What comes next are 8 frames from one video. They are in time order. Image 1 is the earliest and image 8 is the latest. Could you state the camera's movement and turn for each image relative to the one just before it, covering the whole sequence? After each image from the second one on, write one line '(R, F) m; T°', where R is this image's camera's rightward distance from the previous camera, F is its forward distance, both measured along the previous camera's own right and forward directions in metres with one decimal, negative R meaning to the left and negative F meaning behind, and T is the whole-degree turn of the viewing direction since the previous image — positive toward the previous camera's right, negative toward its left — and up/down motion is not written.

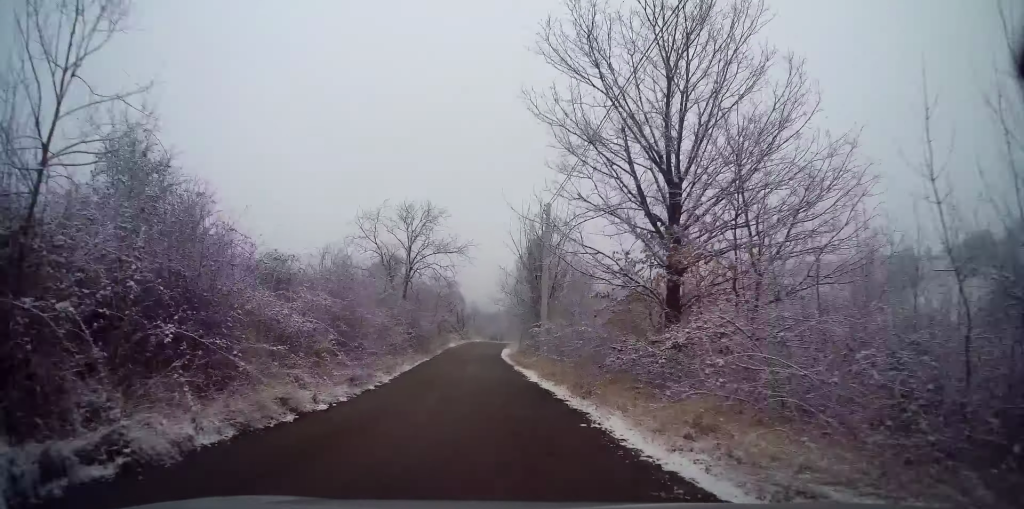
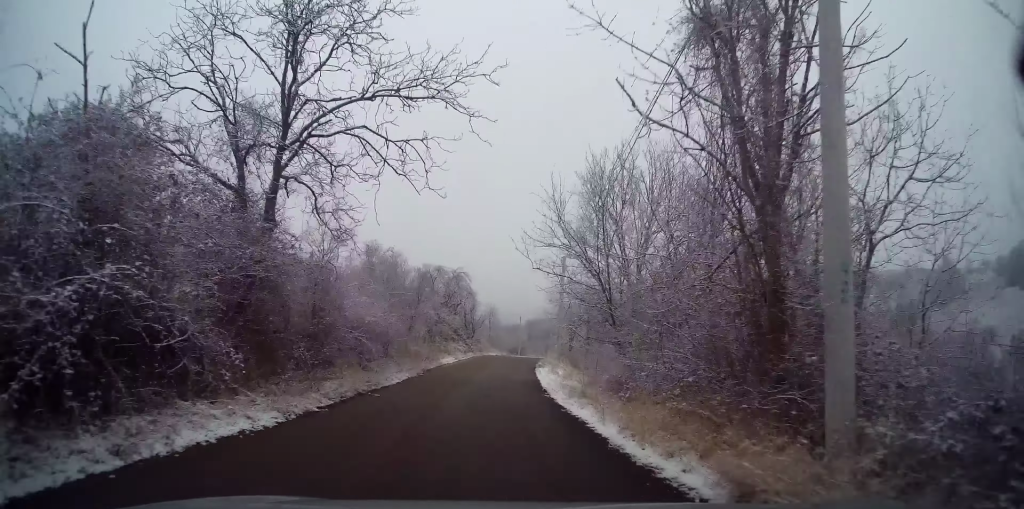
(-1.1, +23.0) m; -3°
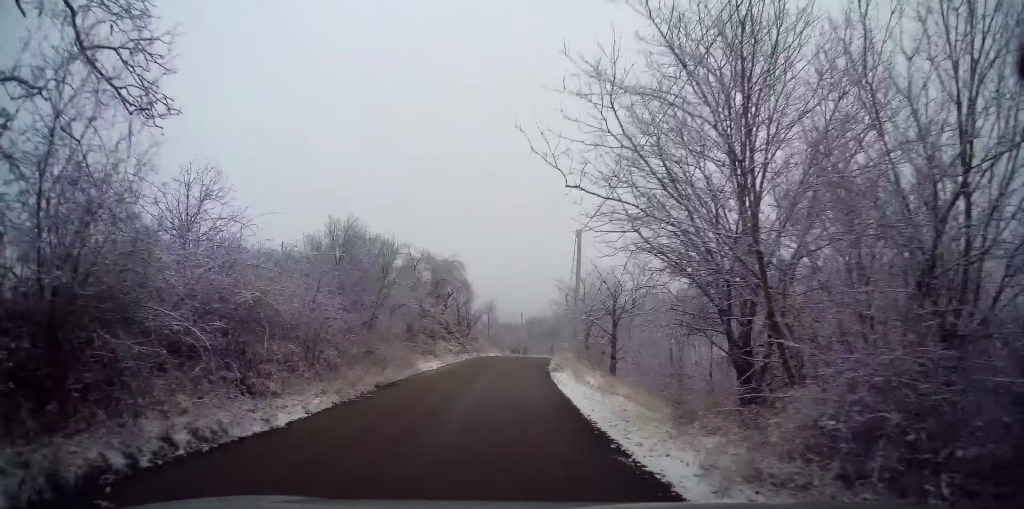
(0.0, +8.8) m; 0°
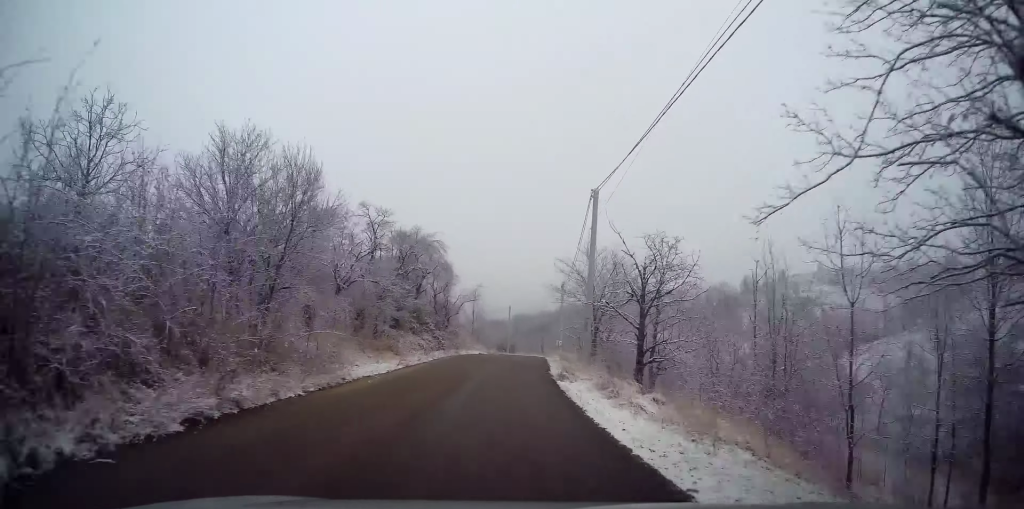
(0.0, +8.5) m; +1°
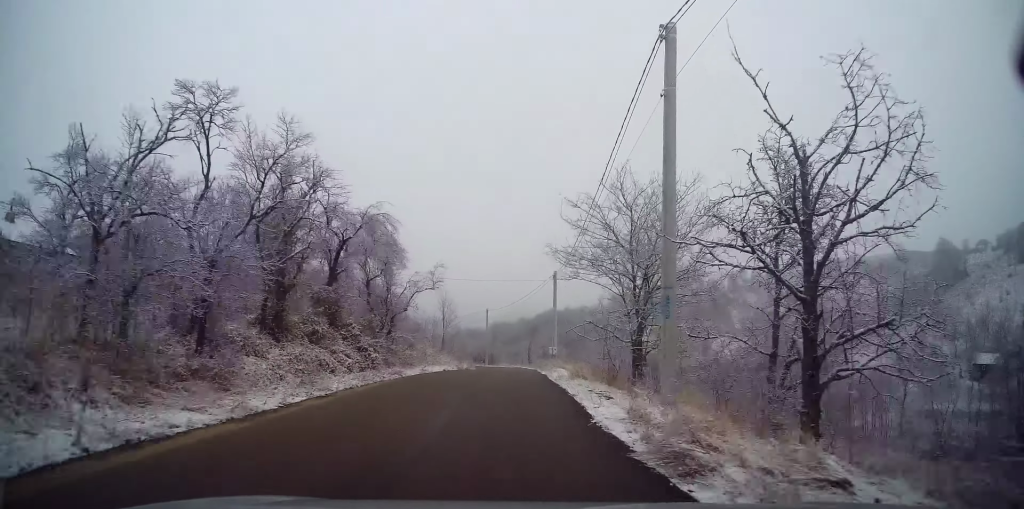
(+0.2, +13.9) m; +3°
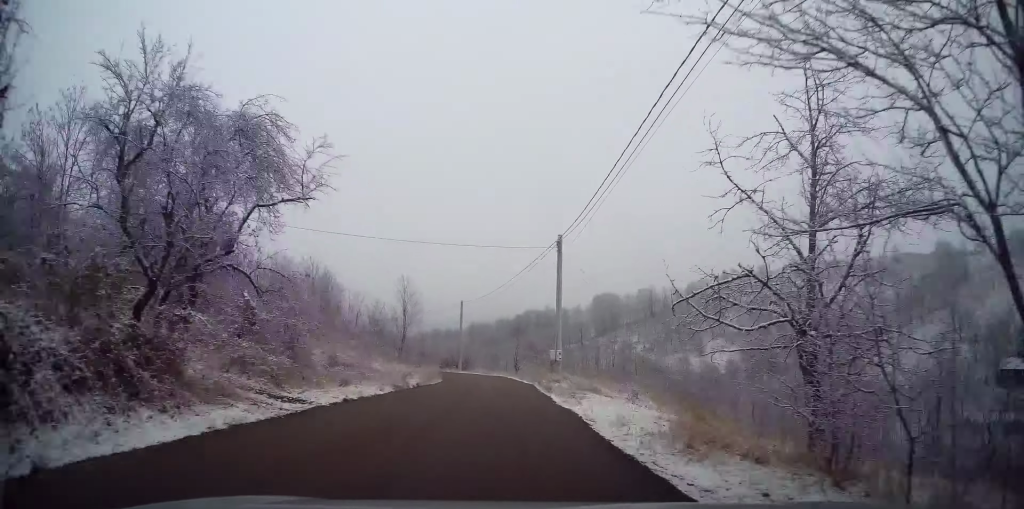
(+0.5, +15.7) m; +2°
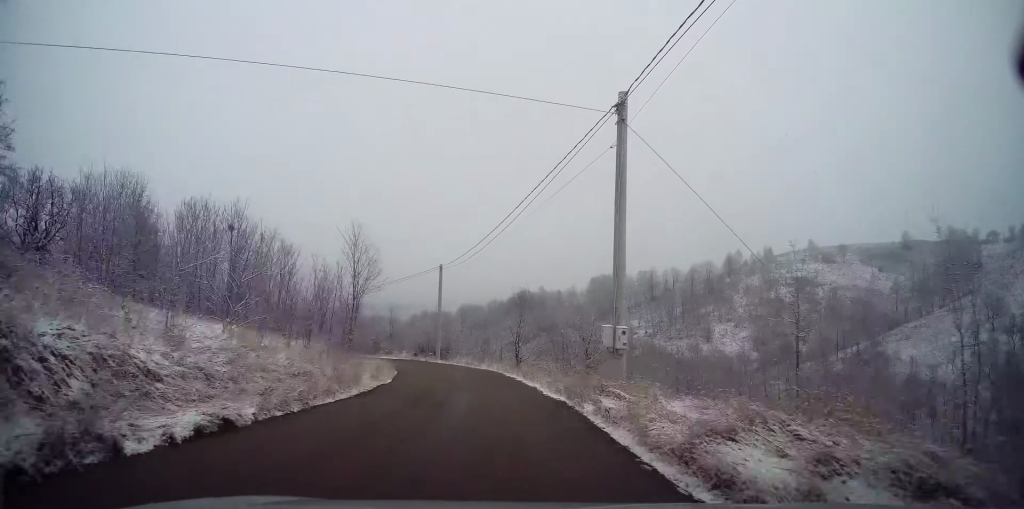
(-0.1, +16.1) m; +1°
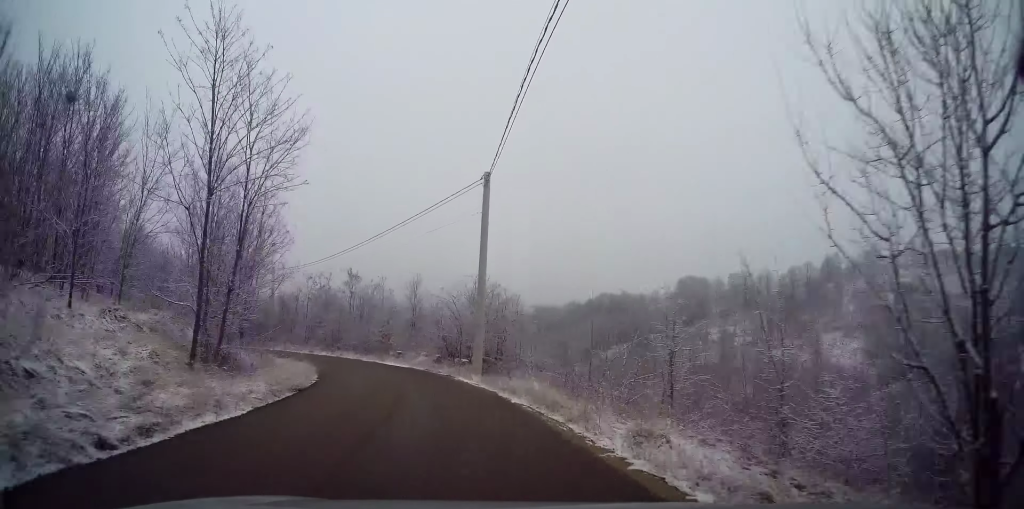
(-0.6, +25.4) m; -8°
